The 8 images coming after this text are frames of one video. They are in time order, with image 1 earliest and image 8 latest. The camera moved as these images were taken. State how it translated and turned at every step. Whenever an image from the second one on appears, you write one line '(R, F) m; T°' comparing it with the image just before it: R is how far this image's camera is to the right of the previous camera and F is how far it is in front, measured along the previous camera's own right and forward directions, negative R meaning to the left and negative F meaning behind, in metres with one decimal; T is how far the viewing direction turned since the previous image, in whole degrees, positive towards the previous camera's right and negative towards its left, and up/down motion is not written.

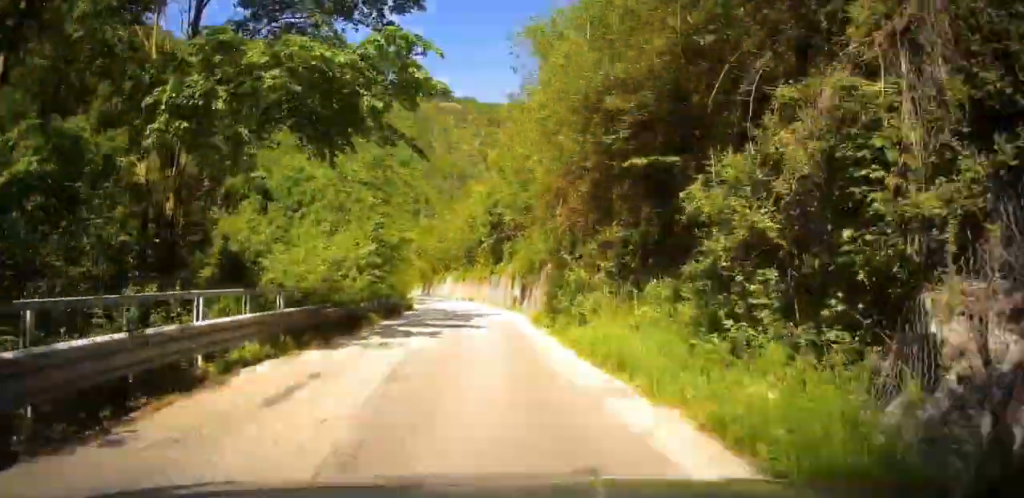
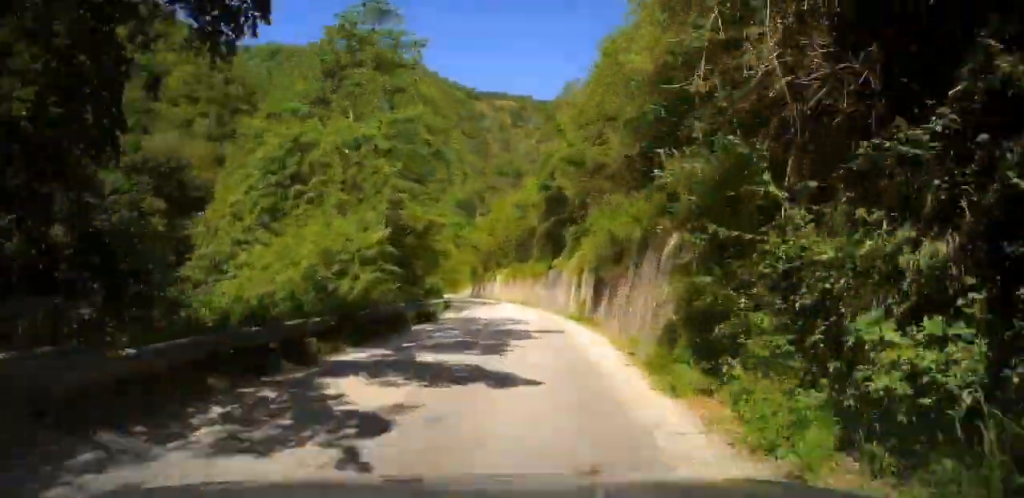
(-1.2, +11.0) m; -7°
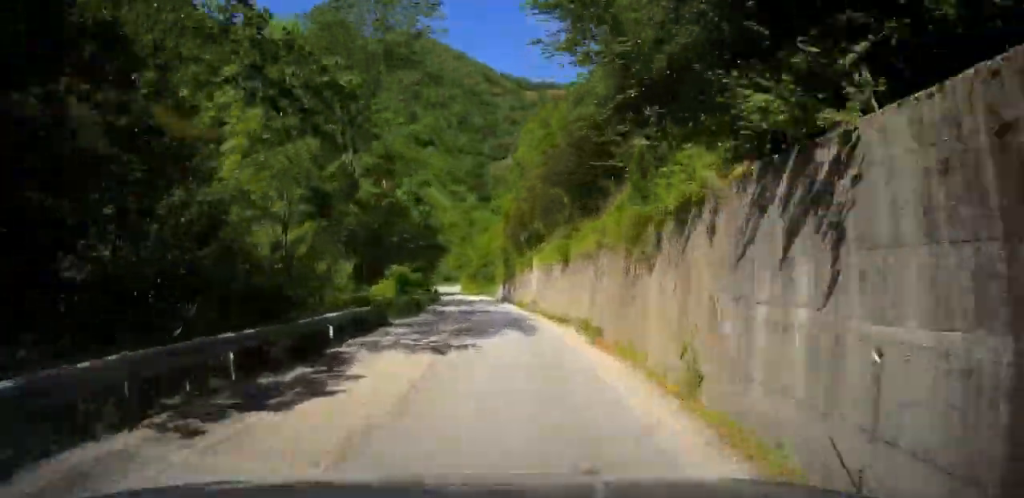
(-1.5, +32.6) m; -3°
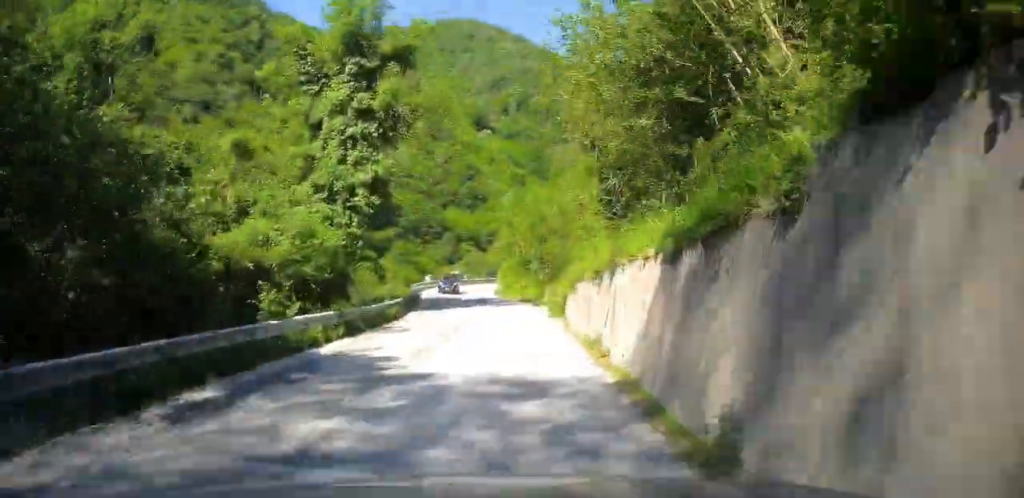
(-2.4, +52.0) m; -6°
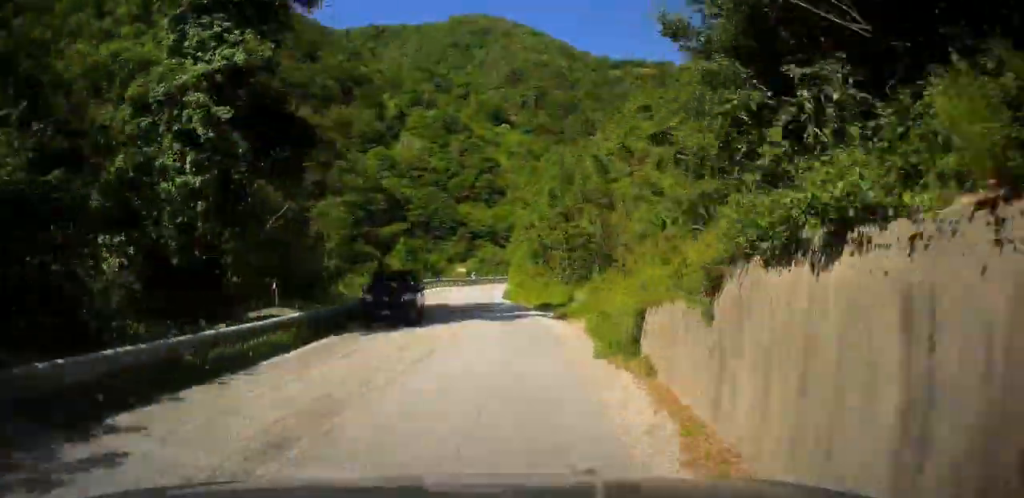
(-0.3, +14.4) m; -1°
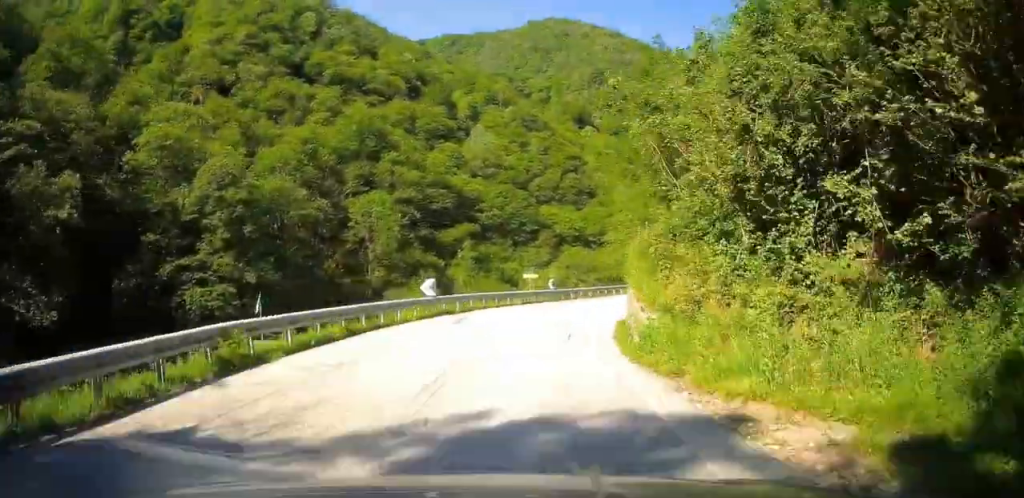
(-0.2, +24.9) m; +2°
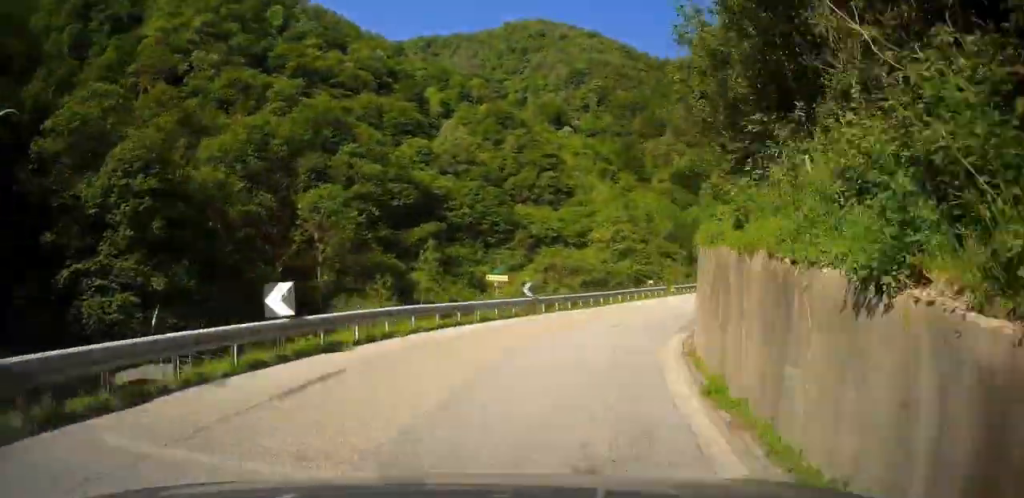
(-0.2, +12.2) m; +3°
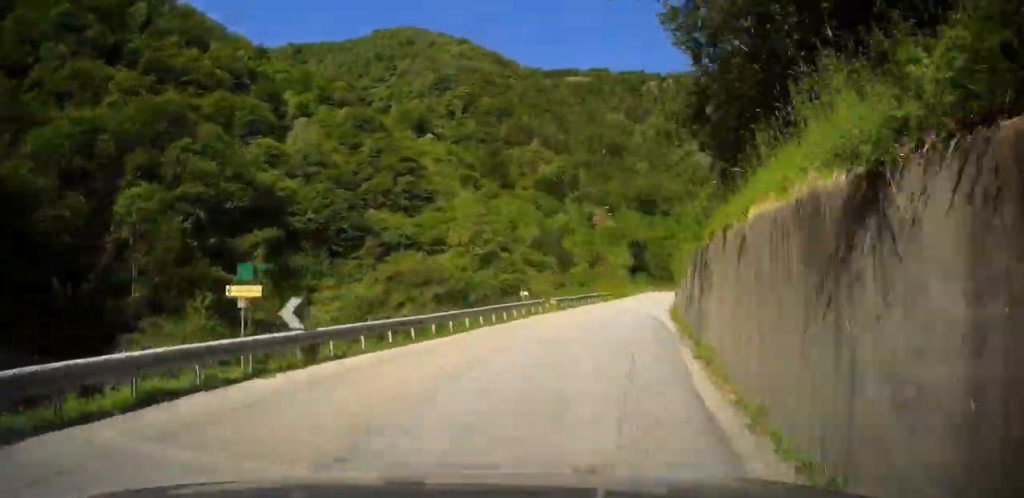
(+0.7, +13.4) m; +7°
